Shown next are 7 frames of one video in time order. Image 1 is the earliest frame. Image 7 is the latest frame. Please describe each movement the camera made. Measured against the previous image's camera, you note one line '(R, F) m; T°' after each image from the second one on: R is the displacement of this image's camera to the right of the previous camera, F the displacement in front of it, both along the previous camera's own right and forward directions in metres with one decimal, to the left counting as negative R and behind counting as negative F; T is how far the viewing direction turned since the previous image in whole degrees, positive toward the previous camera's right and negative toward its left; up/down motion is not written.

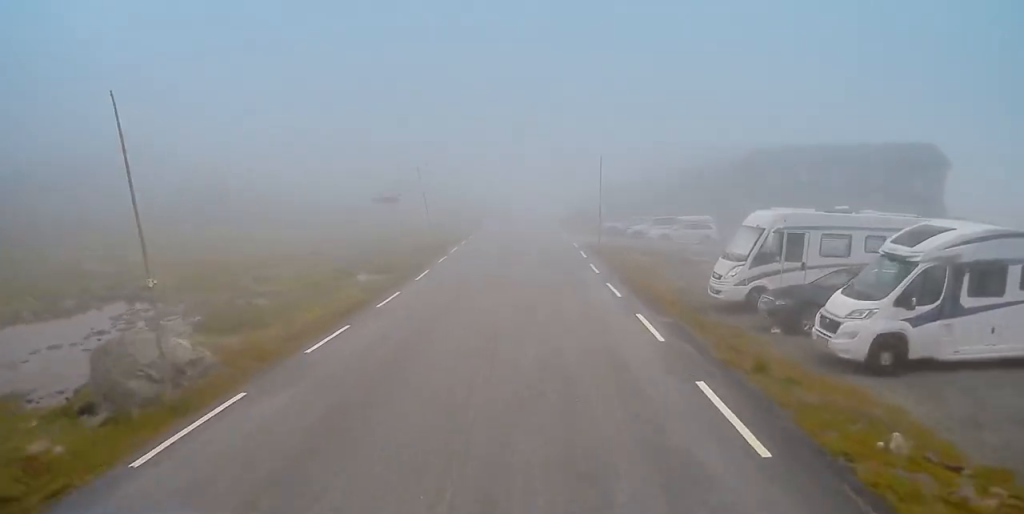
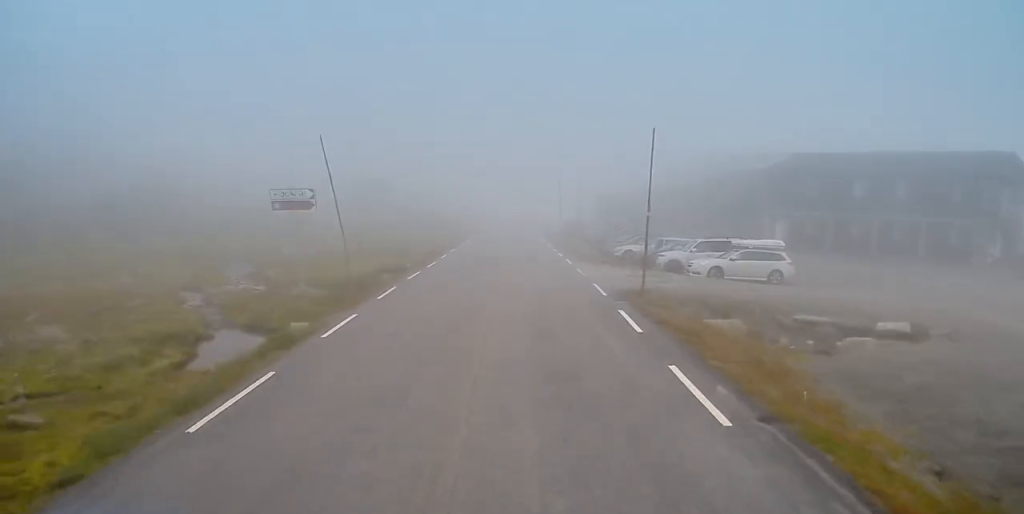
(+0.9, +16.7) m; +3°
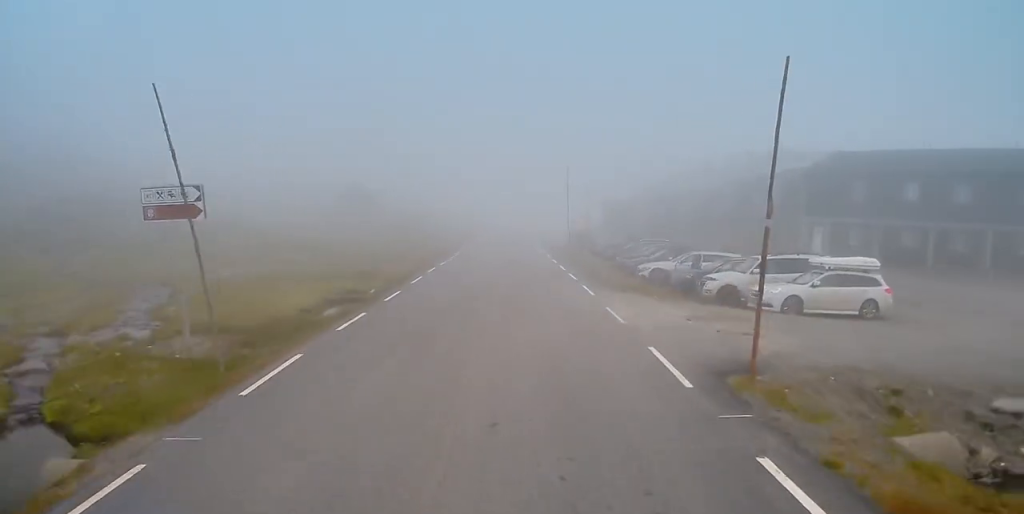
(-0.5, +10.2) m; -3°
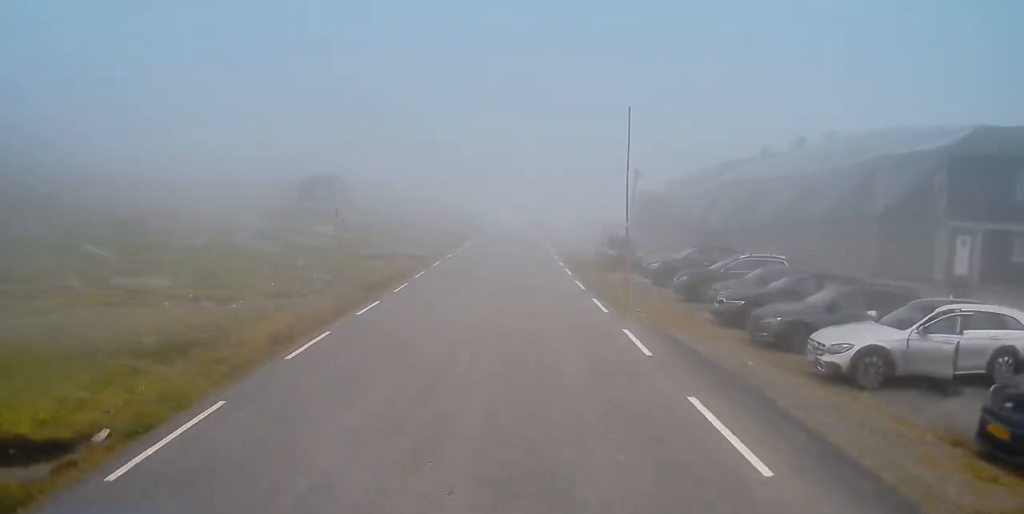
(+0.1, +21.6) m; +3°
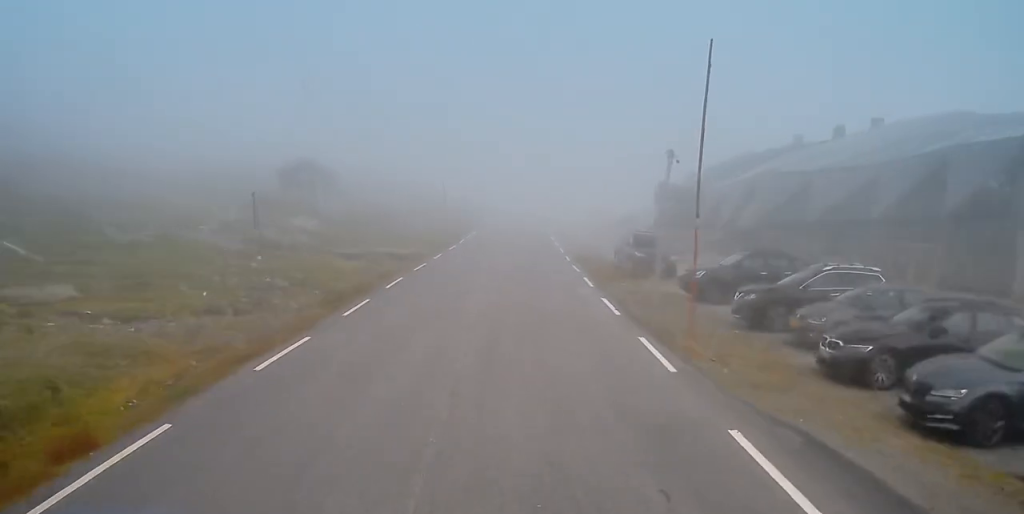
(+0.4, +7.7) m; 0°
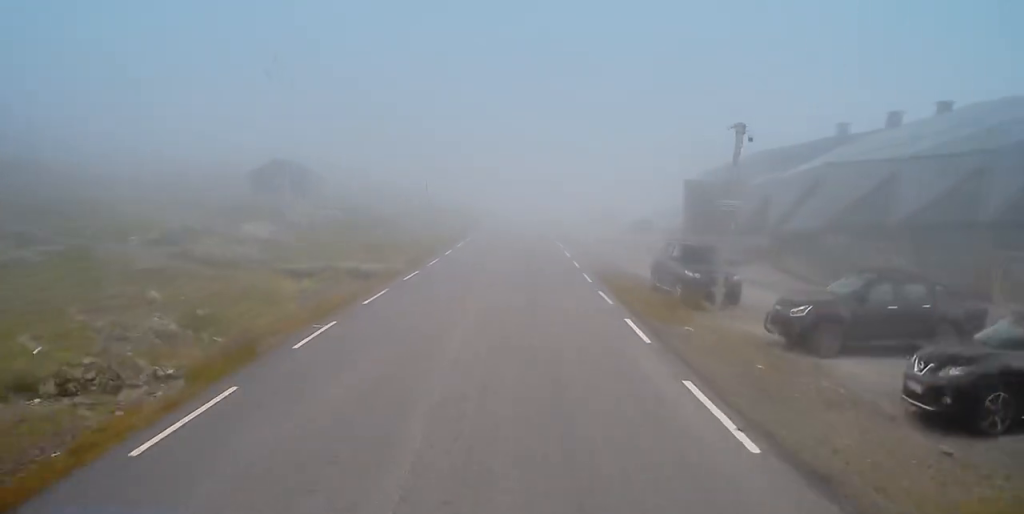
(-0.4, +9.7) m; -2°
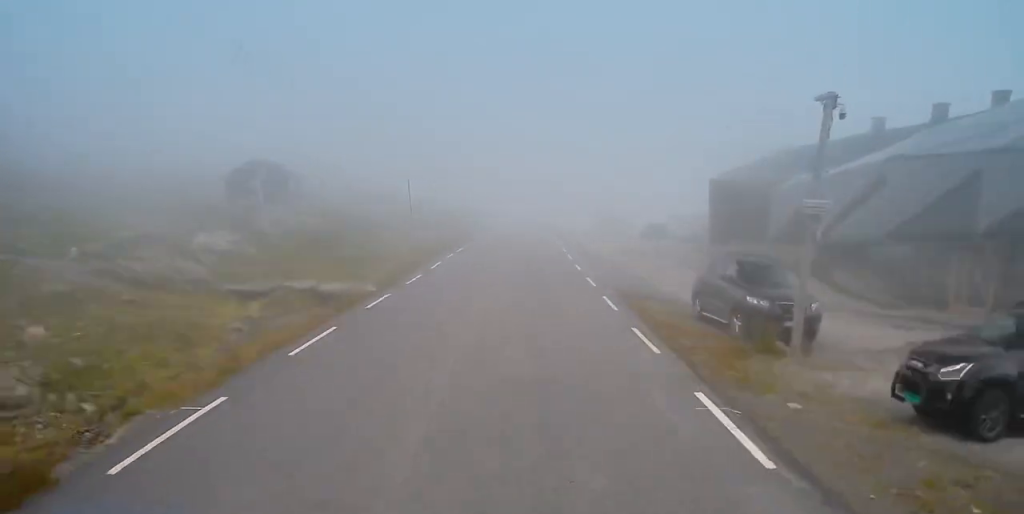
(-0.1, +6.4) m; -1°
